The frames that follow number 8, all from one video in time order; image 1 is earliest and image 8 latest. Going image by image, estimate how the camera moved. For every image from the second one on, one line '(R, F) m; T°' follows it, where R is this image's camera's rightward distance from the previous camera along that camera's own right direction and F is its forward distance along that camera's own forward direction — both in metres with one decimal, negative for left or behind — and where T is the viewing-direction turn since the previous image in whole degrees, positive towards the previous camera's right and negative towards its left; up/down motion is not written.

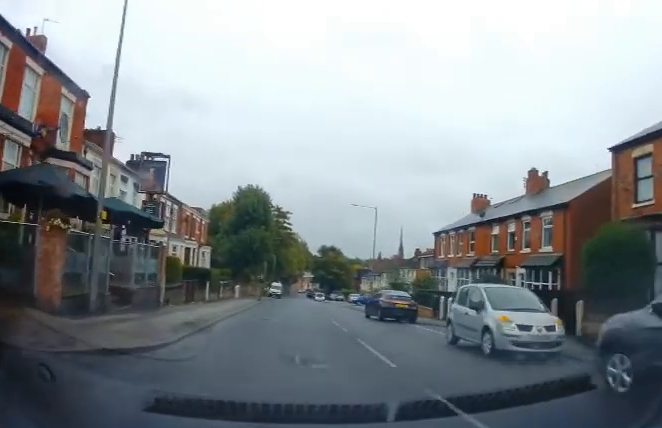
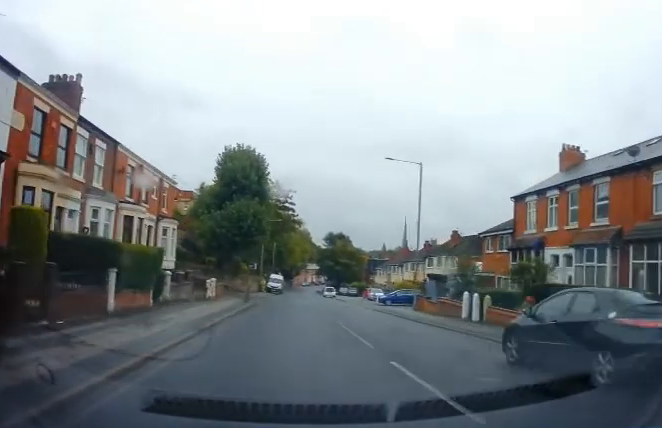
(0.0, +15.5) m; 0°
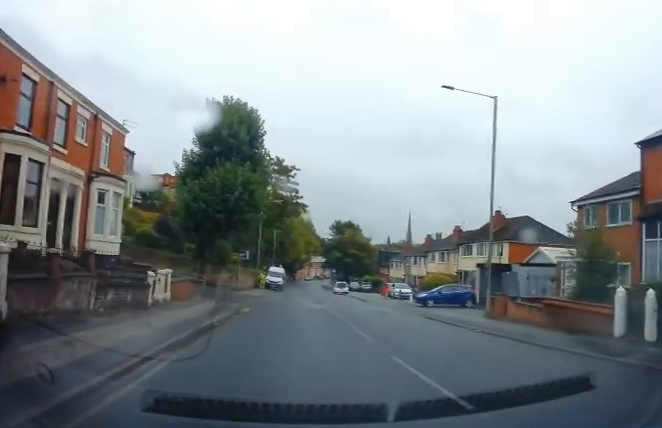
(0.0, +11.6) m; 0°
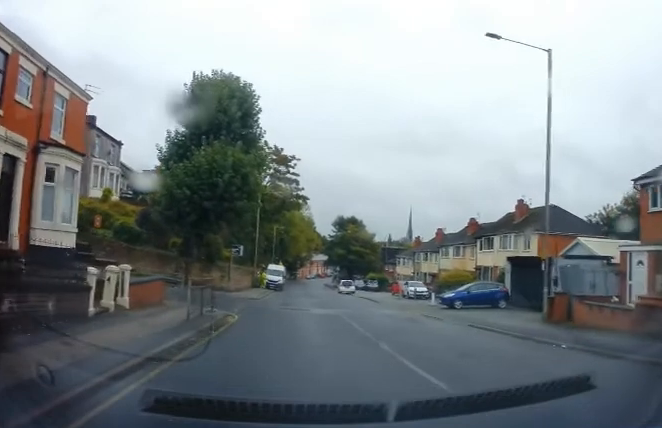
(0.0, +4.8) m; 0°
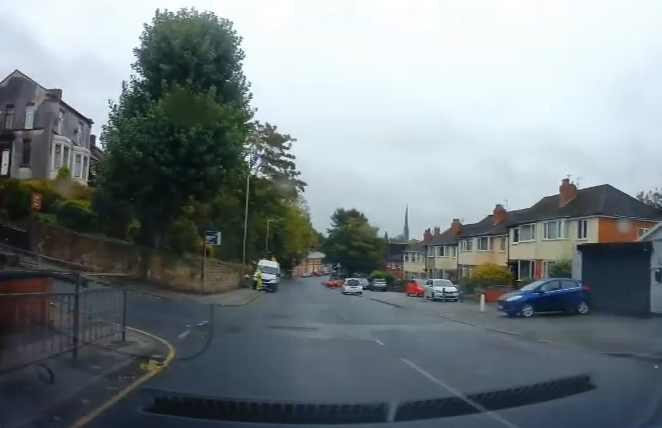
(0.0, +8.0) m; 0°
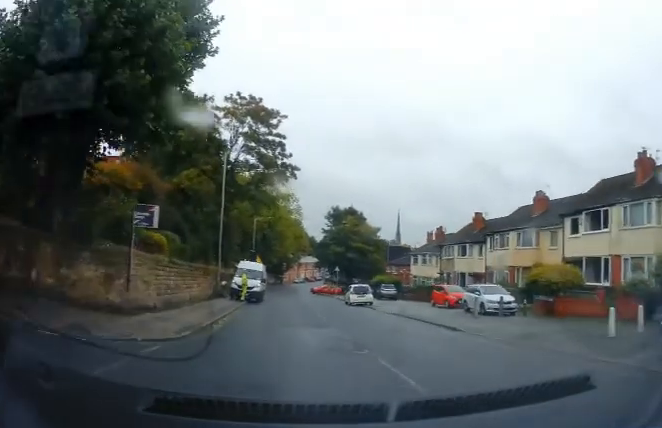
(0.0, +9.4) m; 0°
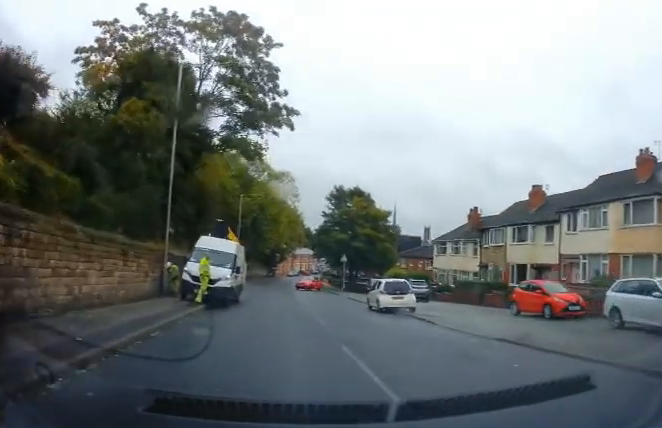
(+0.3, +12.7) m; +4°
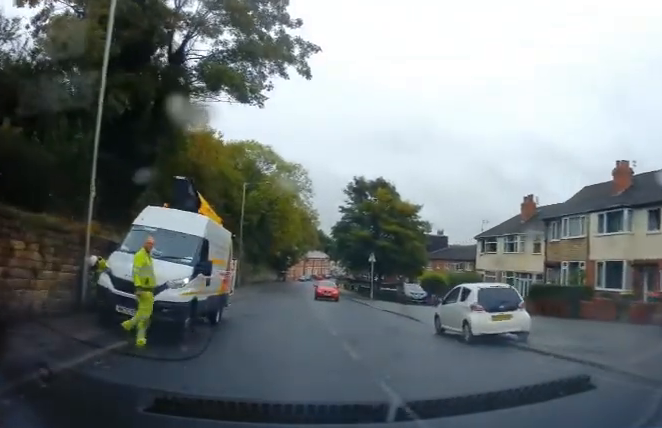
(+0.2, +9.2) m; -2°
